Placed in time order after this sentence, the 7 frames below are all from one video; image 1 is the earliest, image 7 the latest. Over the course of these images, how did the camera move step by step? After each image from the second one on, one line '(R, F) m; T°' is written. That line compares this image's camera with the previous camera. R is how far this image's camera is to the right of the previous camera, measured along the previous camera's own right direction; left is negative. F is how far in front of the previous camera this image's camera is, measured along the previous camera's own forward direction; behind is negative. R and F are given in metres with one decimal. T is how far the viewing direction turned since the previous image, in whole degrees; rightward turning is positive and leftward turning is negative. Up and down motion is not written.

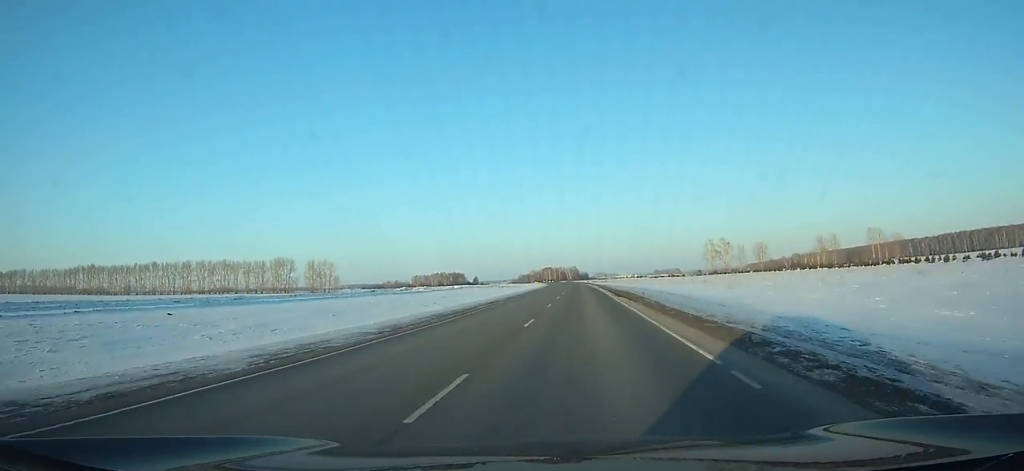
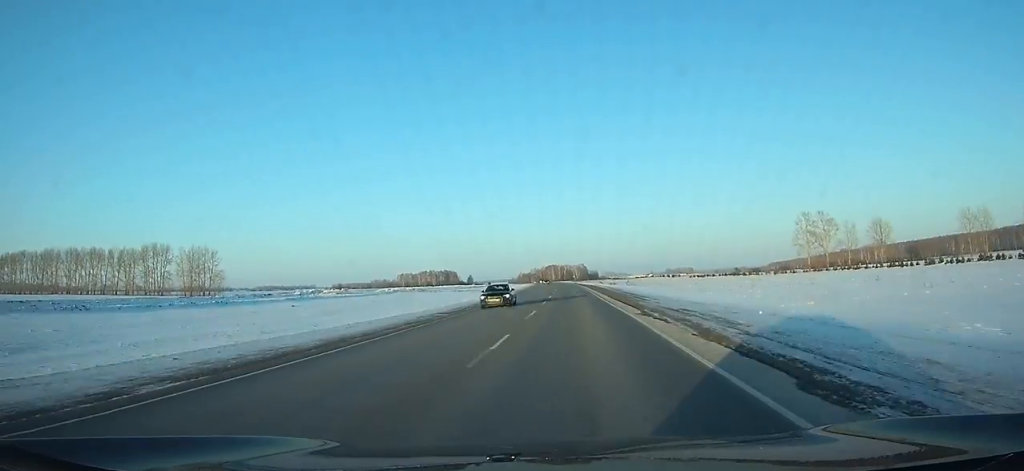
(-1.3, +116.2) m; -1°
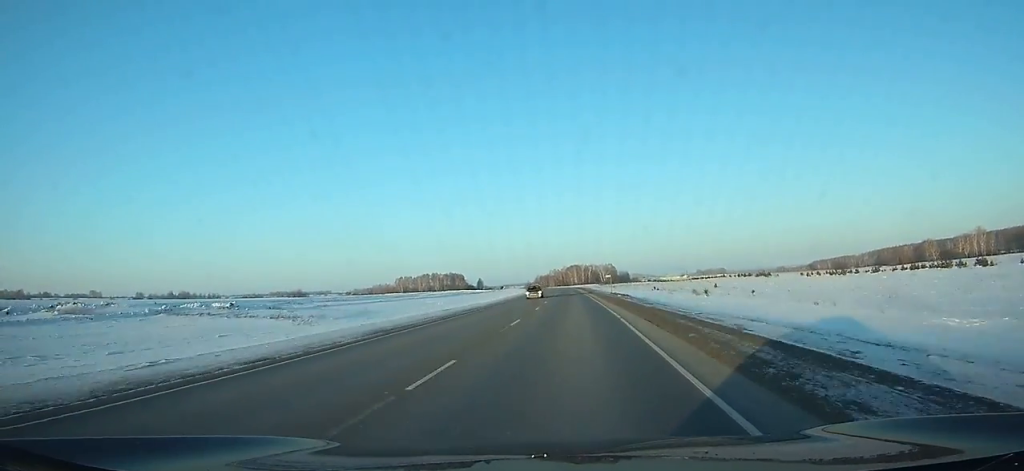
(-1.8, +114.2) m; -2°
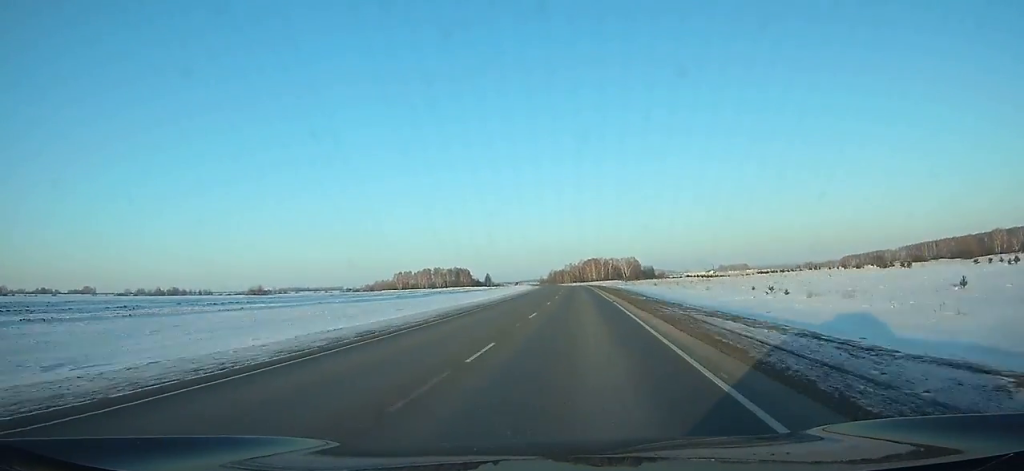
(-0.9, +70.7) m; -1°
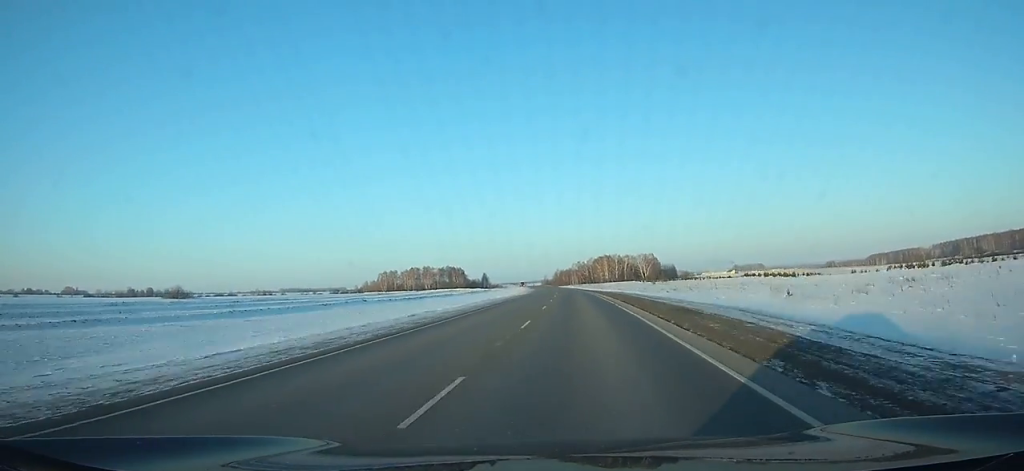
(-1.0, +77.1) m; -2°
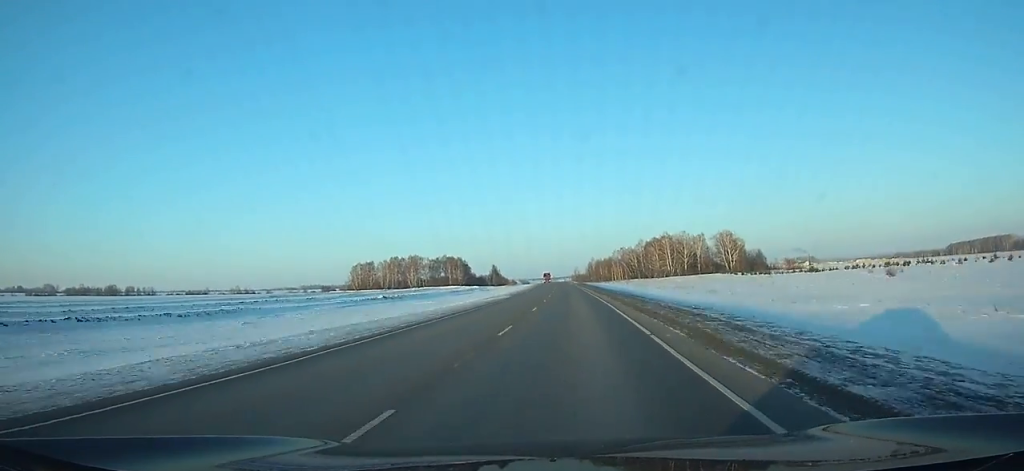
(-4.1, +149.8) m; -3°
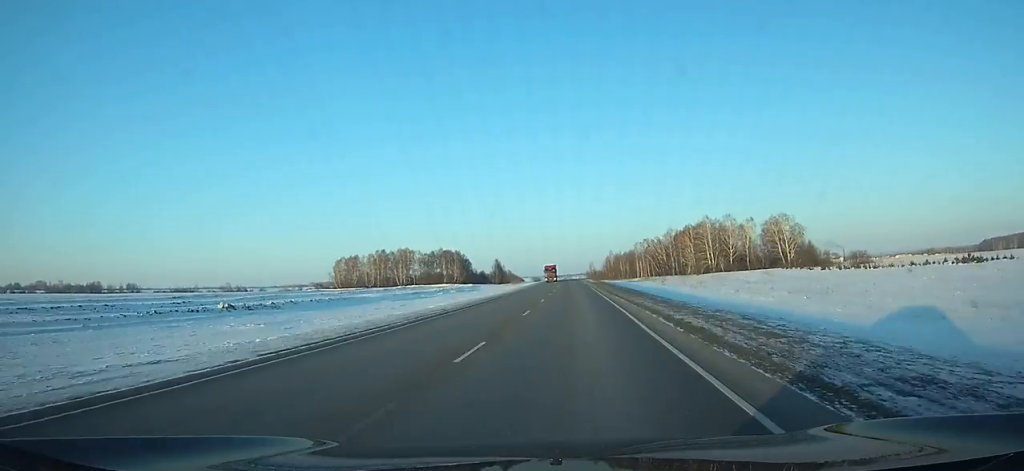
(-0.9, +54.5) m; -1°
